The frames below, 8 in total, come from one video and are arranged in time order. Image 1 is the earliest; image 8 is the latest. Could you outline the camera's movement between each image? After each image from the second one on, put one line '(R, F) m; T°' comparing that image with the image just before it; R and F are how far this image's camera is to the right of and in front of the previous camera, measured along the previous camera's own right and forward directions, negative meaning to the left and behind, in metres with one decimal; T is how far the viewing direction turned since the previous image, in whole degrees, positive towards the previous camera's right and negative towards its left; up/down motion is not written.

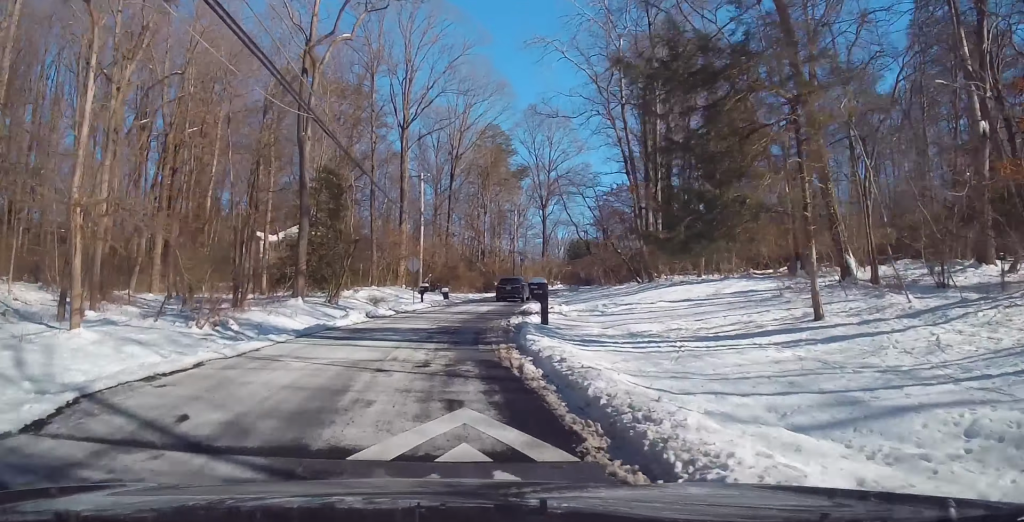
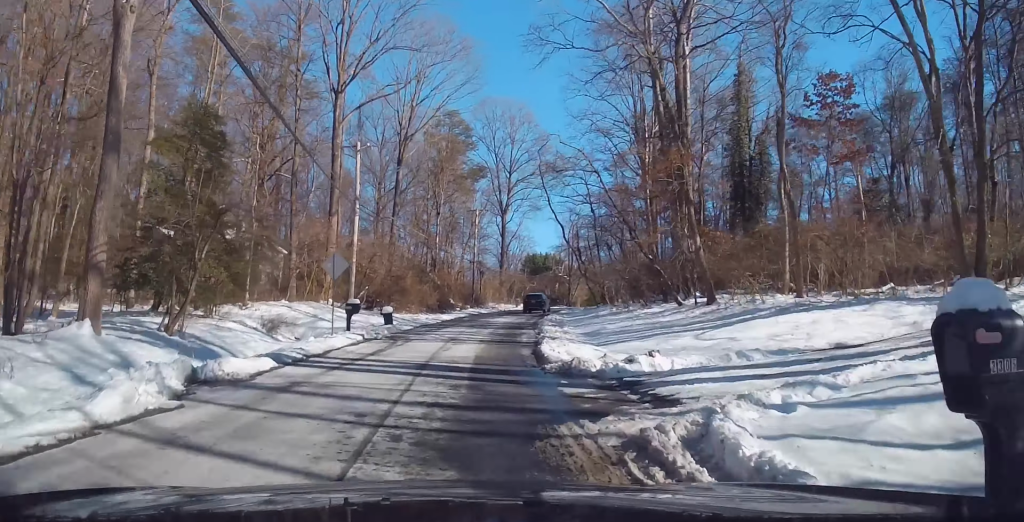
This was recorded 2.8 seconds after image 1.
(+0.7, +21.1) m; +5°
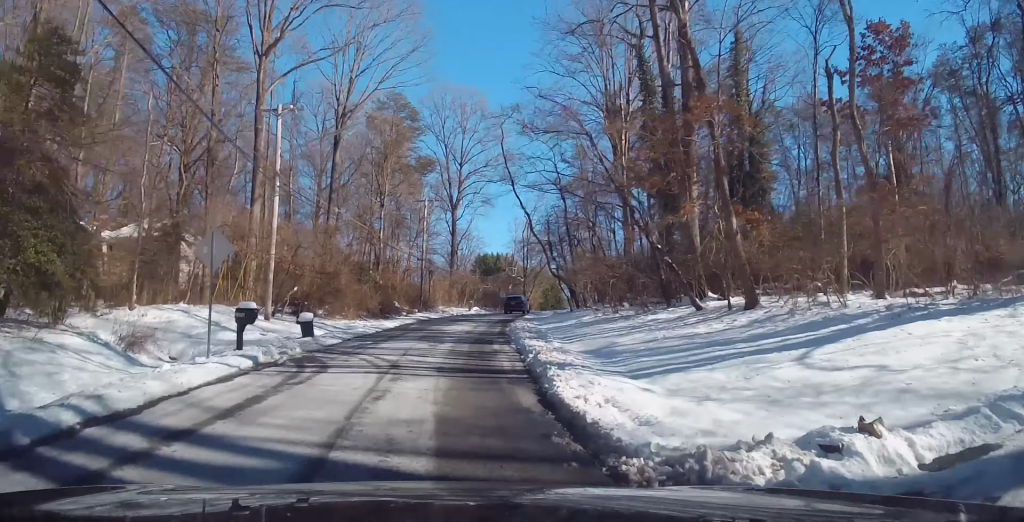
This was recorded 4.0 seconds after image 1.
(+0.2, +9.5) m; +3°
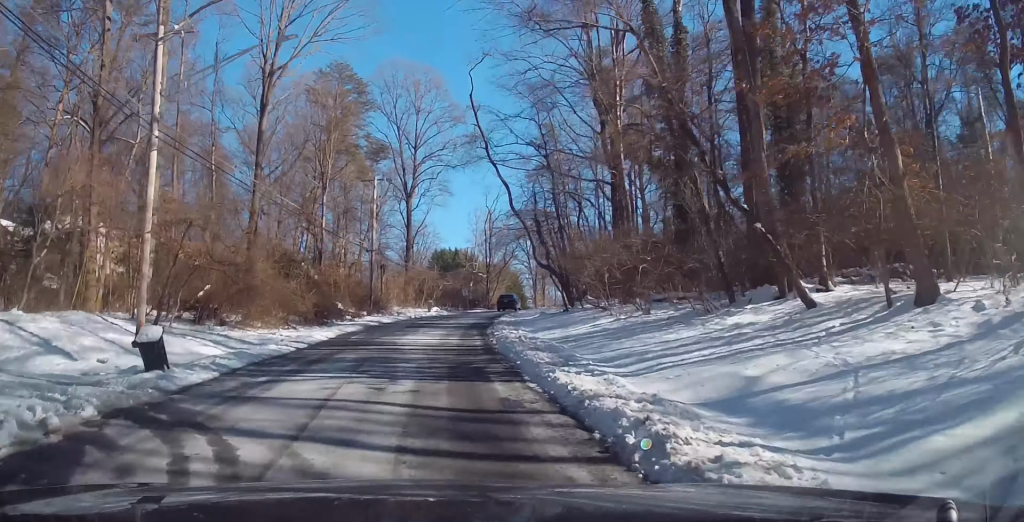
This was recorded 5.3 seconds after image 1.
(+0.3, +10.5) m; +3°
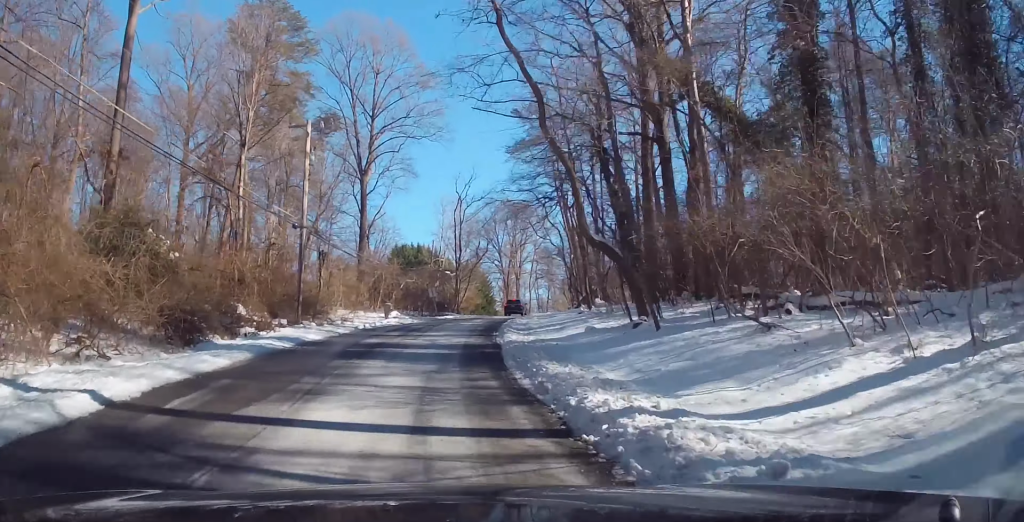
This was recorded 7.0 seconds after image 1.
(+0.4, +15.1) m; +6°
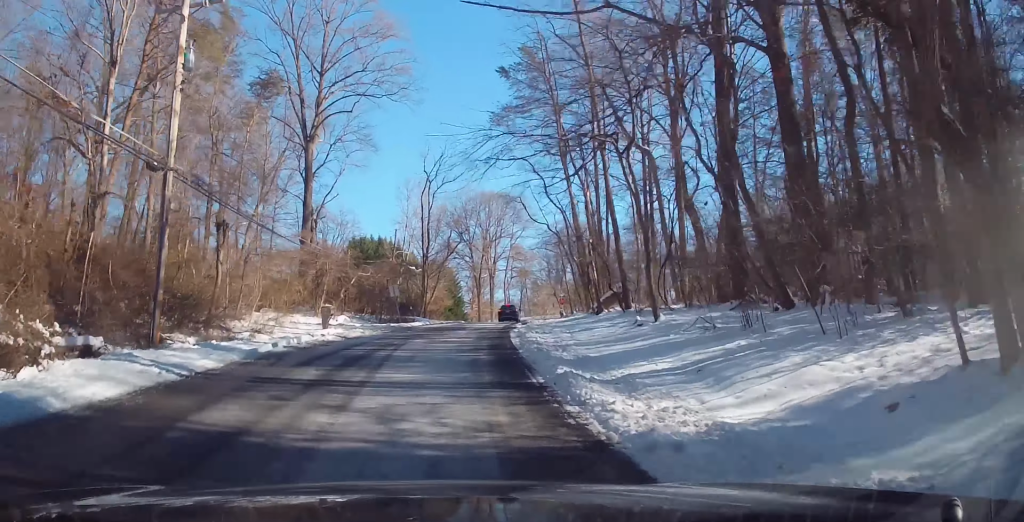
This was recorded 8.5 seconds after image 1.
(+0.9, +12.8) m; +6°
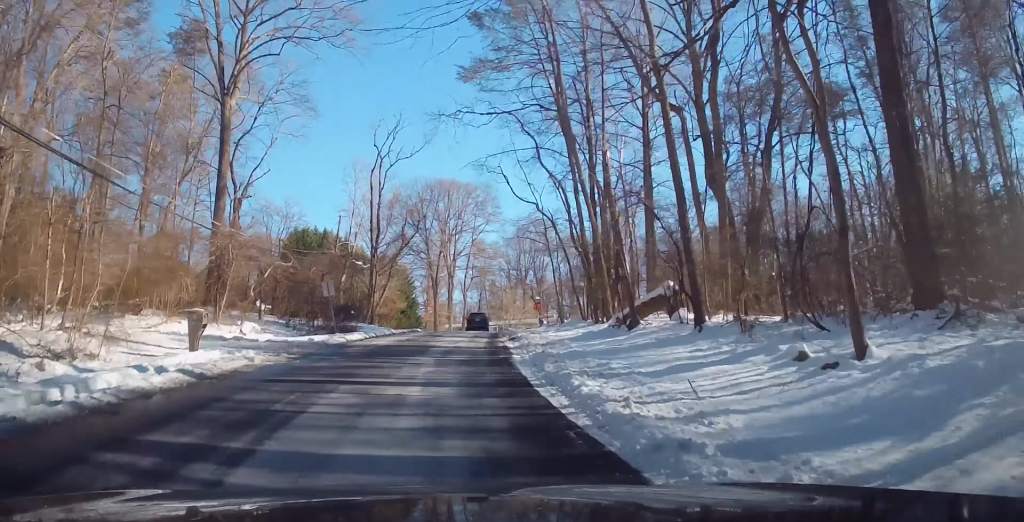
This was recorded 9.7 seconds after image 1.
(+0.5, +10.8) m; +5°
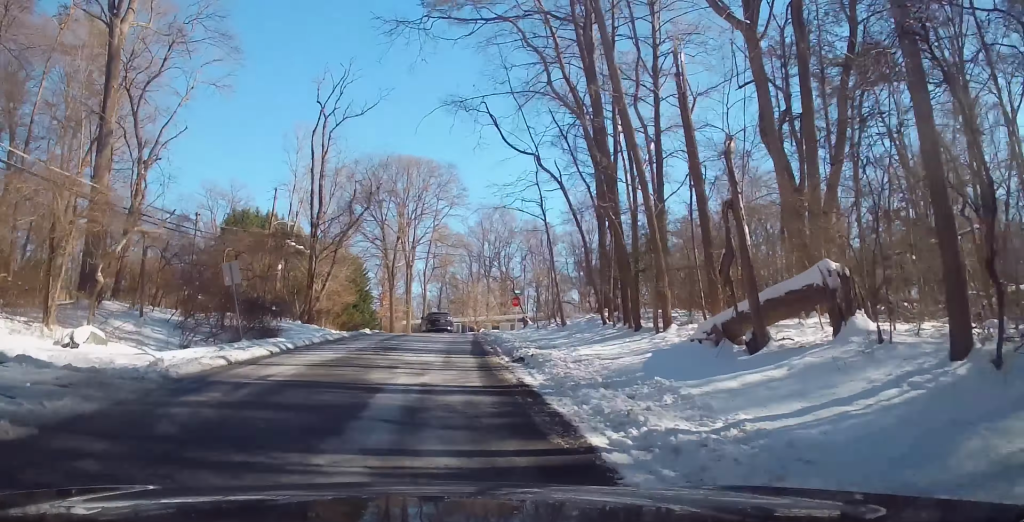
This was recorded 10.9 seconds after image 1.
(+0.4, +9.8) m; +4°
